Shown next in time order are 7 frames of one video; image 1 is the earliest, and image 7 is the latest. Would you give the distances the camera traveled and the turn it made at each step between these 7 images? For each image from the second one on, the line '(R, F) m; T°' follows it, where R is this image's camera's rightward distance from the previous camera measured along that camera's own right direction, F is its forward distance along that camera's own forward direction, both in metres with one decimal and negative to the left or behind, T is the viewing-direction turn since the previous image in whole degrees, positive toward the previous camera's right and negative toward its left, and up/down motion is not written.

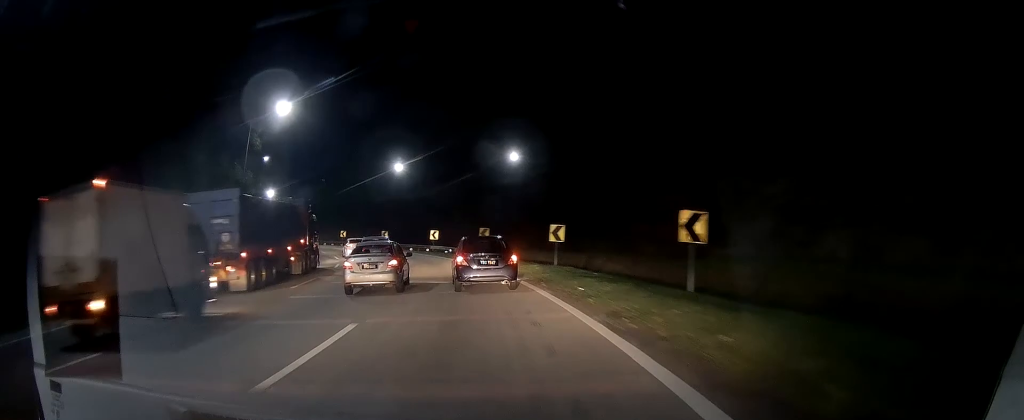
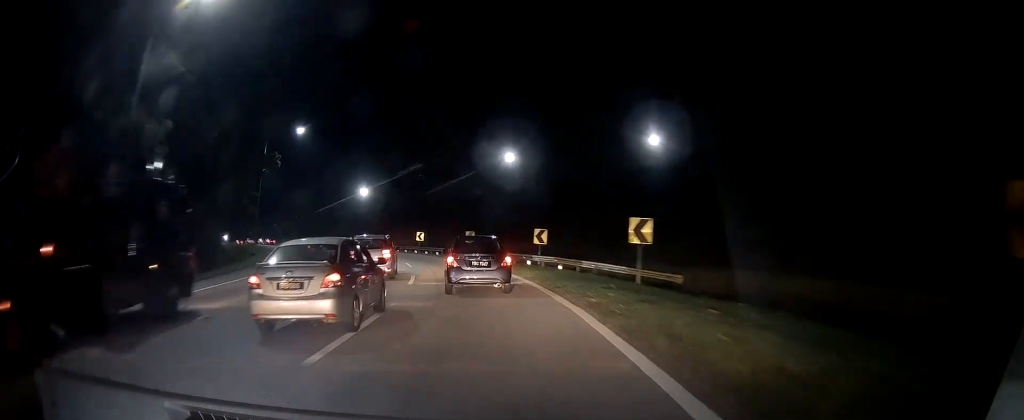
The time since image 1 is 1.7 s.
(-2.6, +25.8) m; -11°
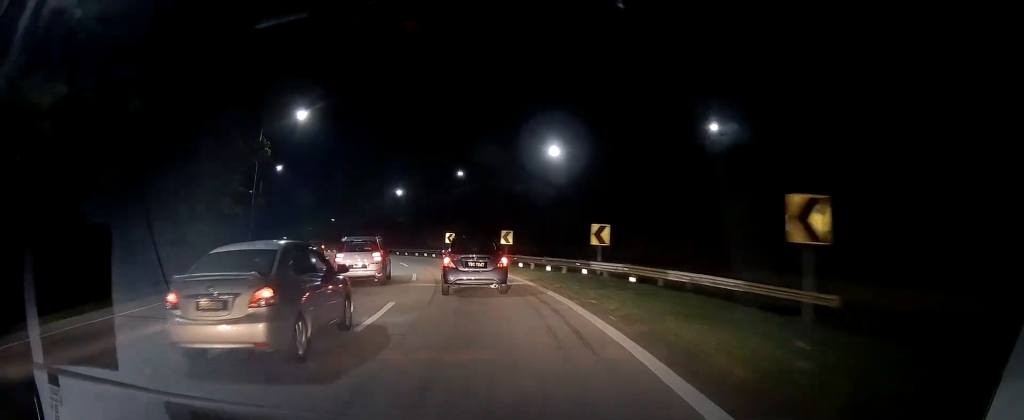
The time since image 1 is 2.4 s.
(-0.3, +10.1) m; -4°
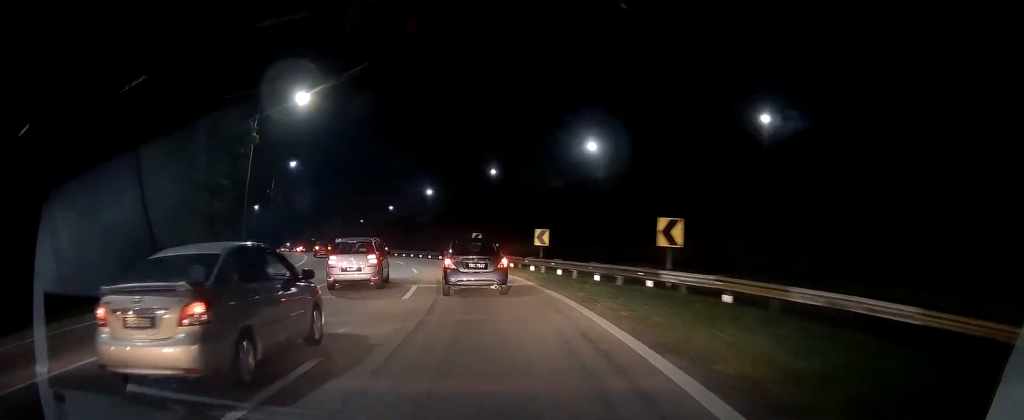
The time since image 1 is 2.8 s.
(-0.3, +7.0) m; -3°
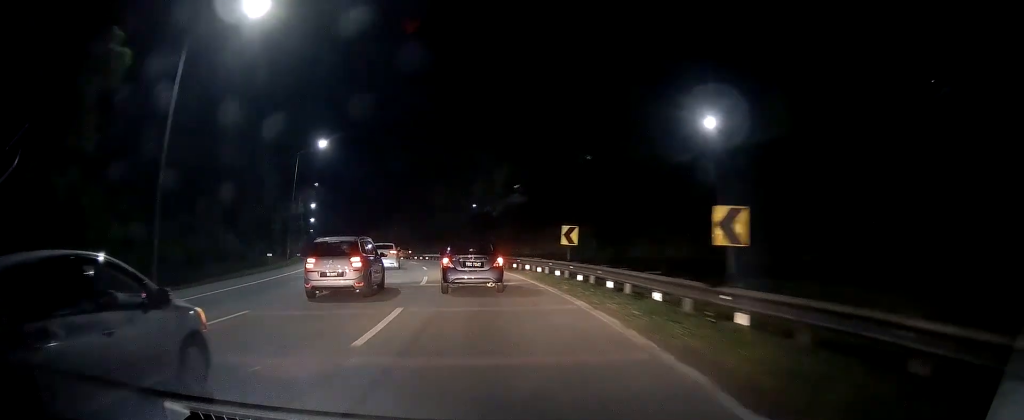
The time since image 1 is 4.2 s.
(-1.6, +19.7) m; -11°
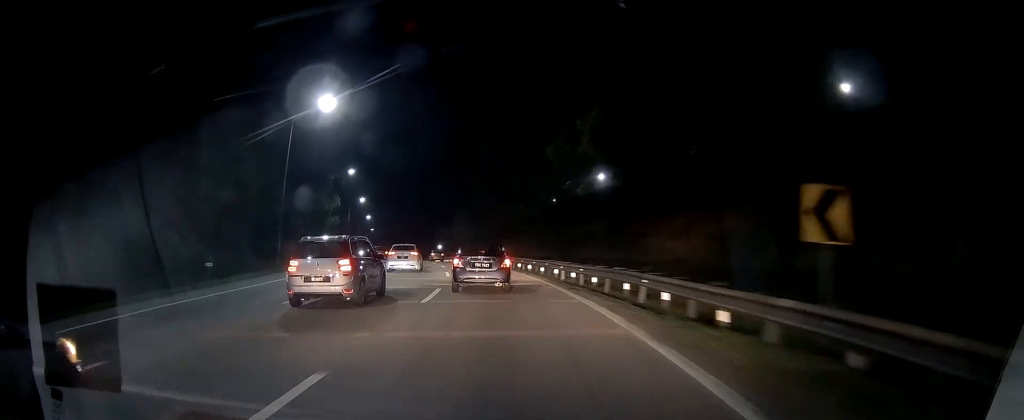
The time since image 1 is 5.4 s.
(-1.7, +18.7) m; -11°
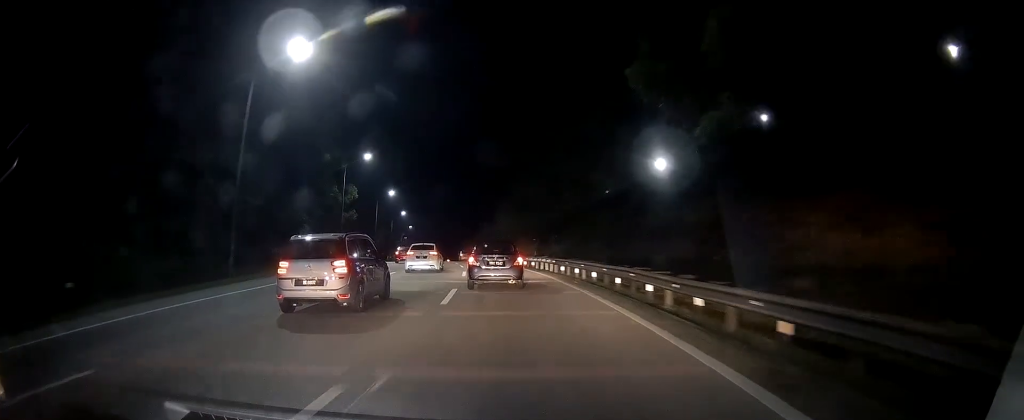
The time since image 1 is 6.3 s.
(-0.9, +13.0) m; -4°
